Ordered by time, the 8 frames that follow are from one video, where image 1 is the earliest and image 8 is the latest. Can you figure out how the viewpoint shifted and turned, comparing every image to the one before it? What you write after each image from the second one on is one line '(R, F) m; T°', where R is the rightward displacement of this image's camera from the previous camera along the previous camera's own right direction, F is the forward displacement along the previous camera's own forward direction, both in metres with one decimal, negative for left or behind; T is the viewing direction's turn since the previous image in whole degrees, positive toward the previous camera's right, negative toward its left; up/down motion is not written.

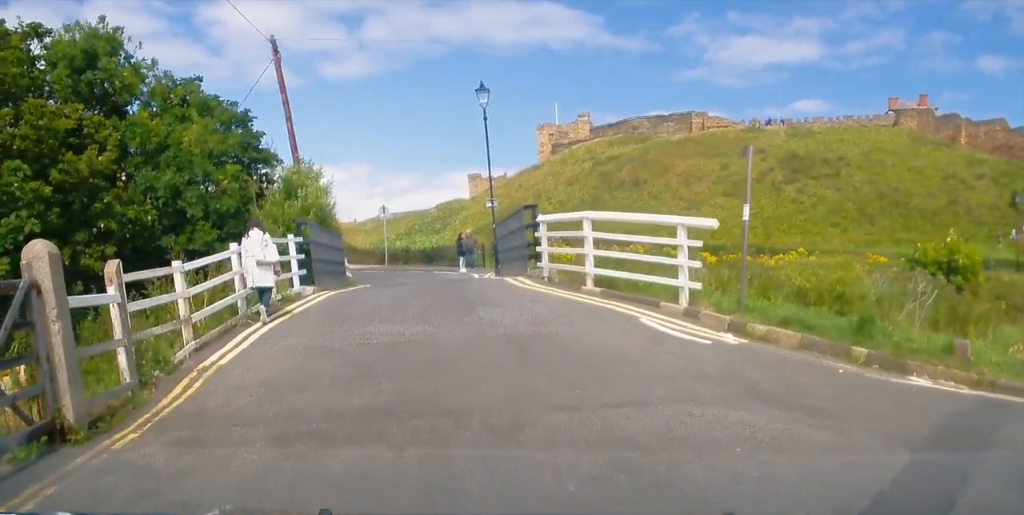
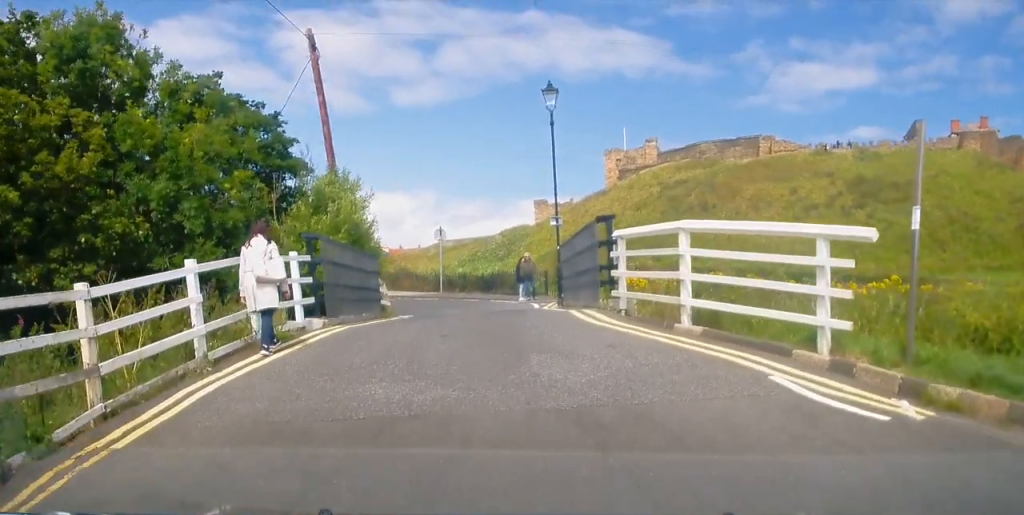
(-0.2, +4.2) m; -4°
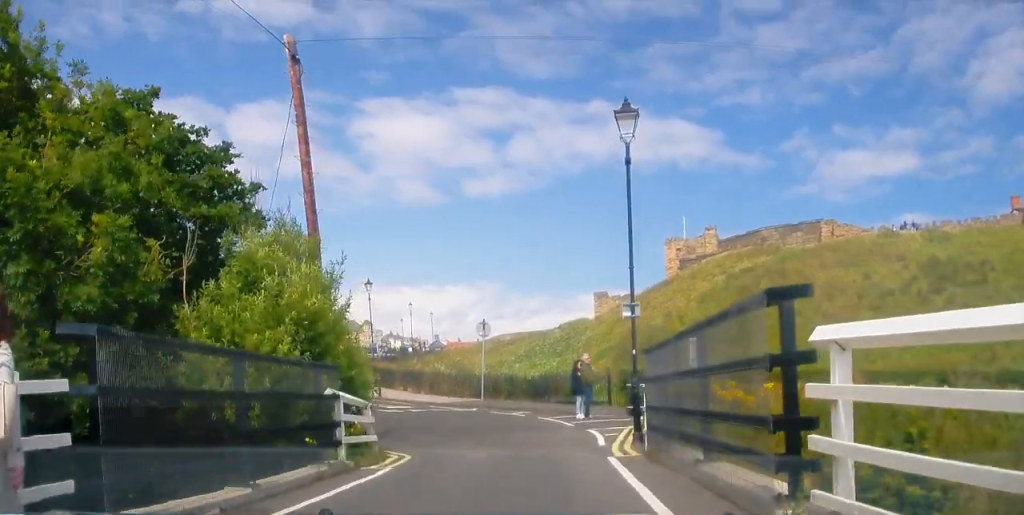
(-0.2, +8.0) m; -1°
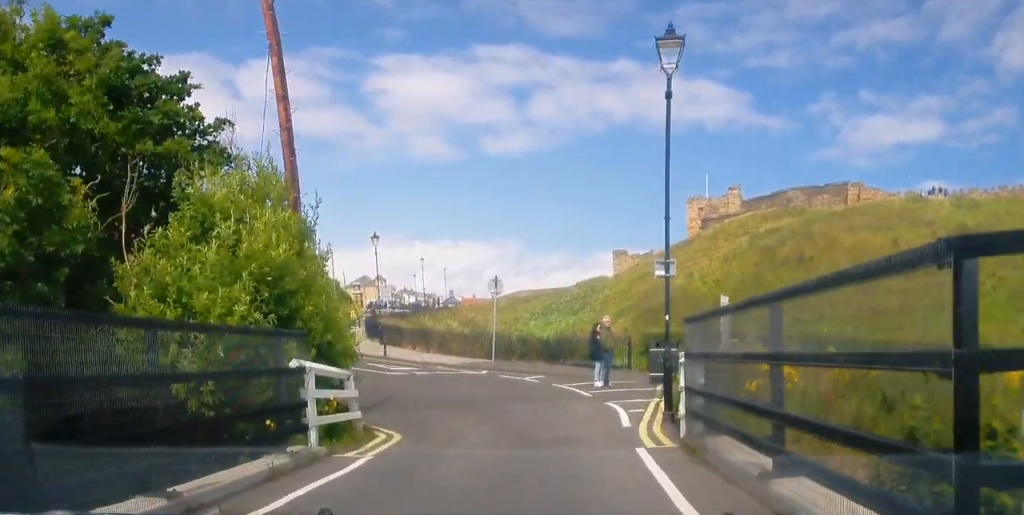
(0.0, +2.4) m; -1°
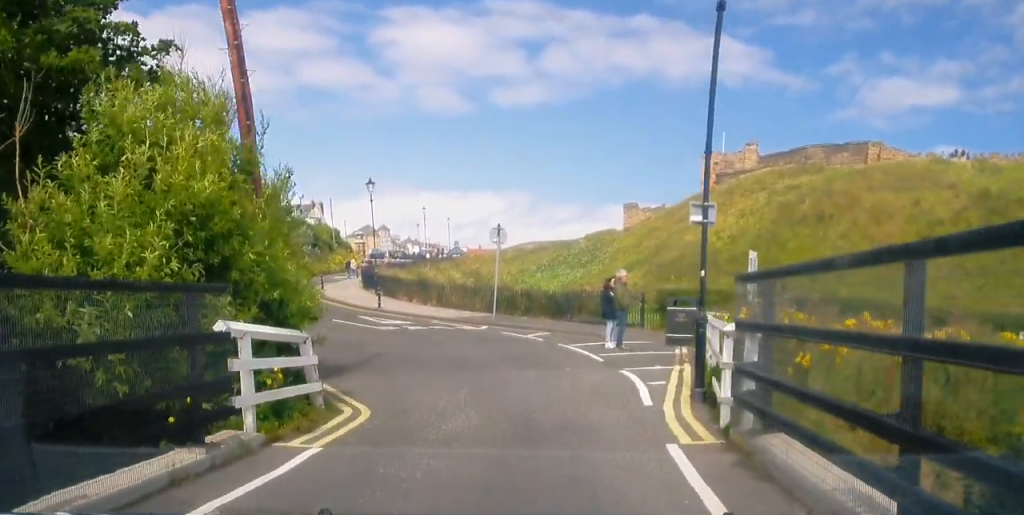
(+0.2, +2.6) m; -3°
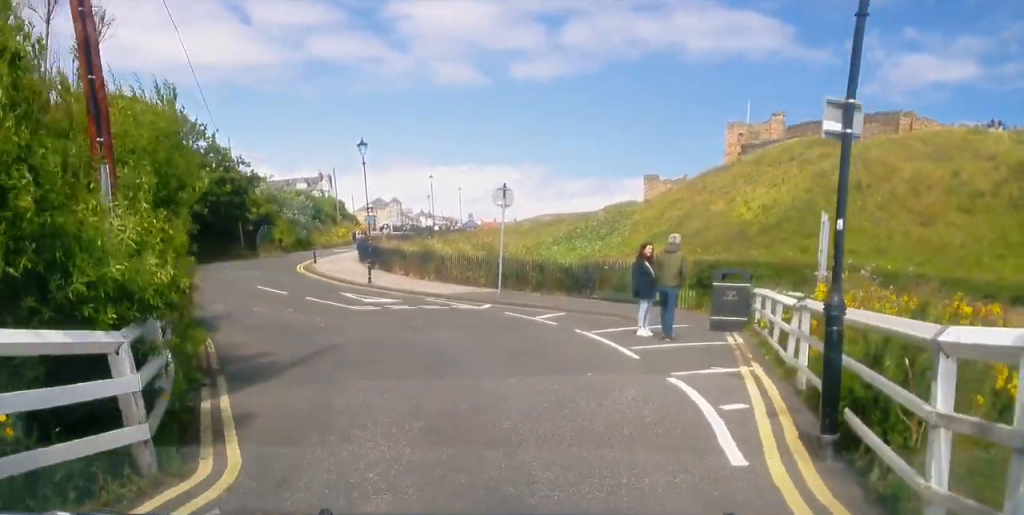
(-0.5, +5.2) m; -7°
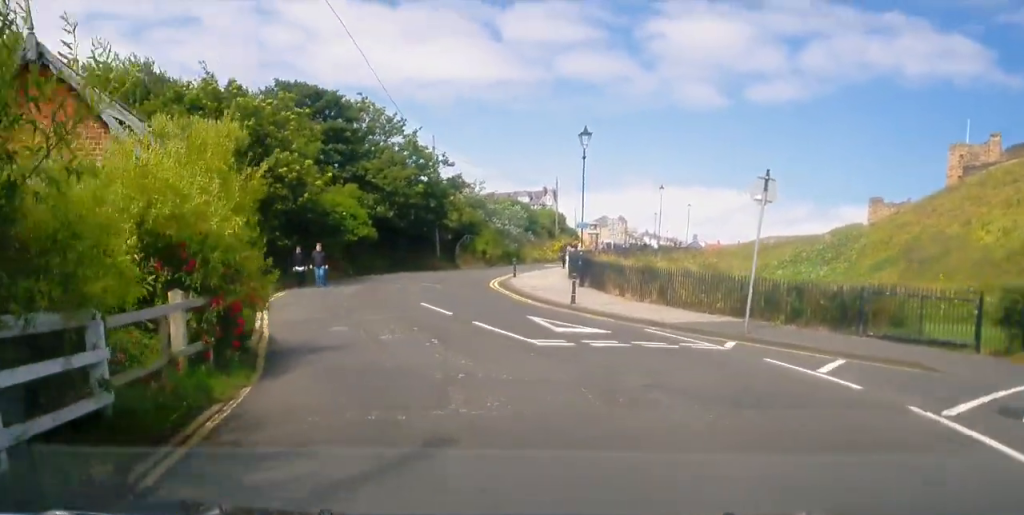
(-0.4, +7.8) m; -6°
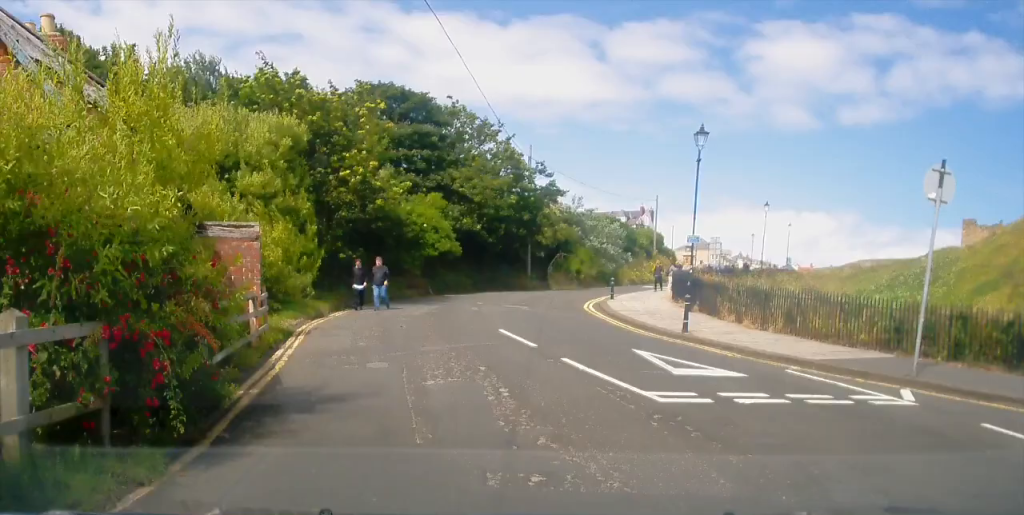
(-0.1, +4.8) m; -4°
